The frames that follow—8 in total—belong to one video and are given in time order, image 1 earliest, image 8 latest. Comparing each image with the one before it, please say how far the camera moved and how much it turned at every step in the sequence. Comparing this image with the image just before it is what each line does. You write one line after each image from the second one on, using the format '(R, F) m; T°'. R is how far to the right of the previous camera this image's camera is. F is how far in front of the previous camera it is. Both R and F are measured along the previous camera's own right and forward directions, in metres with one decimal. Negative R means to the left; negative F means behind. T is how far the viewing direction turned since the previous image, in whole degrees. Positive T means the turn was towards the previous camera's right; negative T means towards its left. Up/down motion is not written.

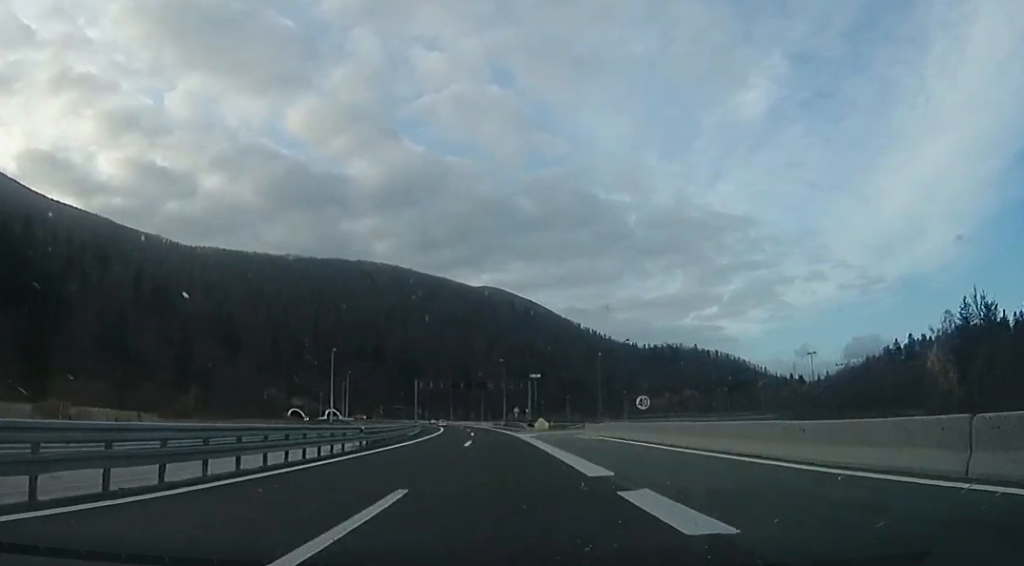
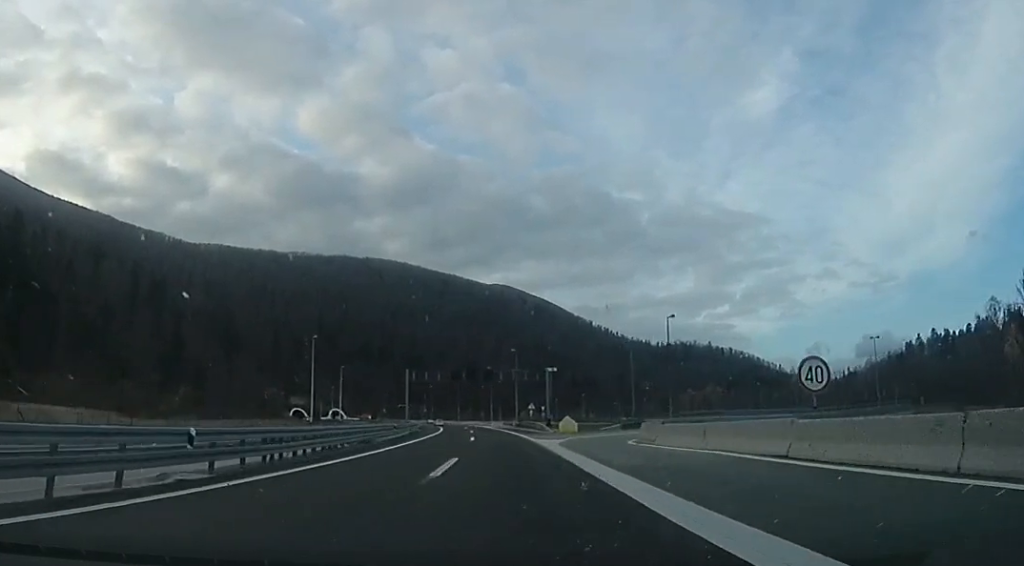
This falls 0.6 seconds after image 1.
(-0.1, +17.7) m; -3°
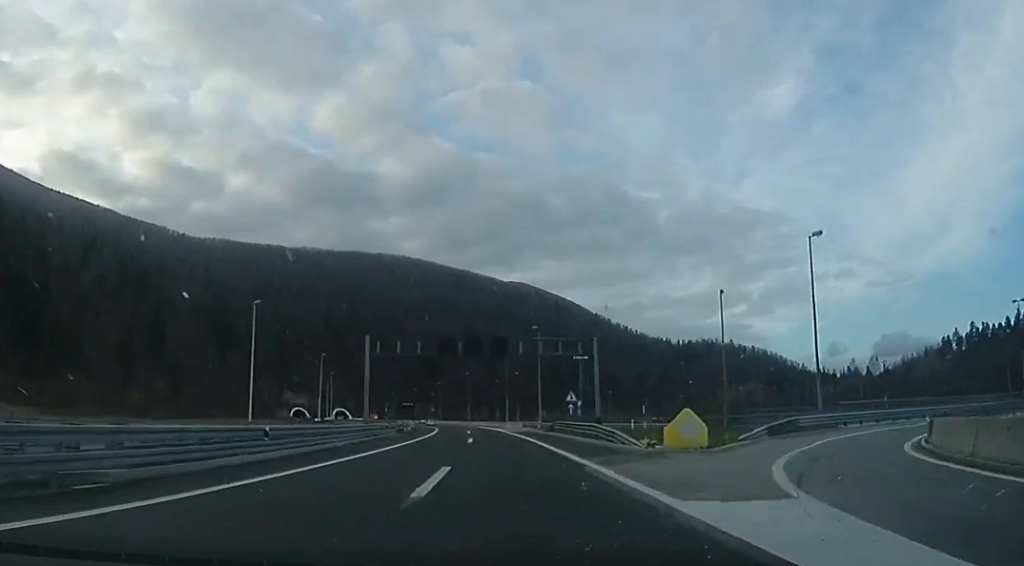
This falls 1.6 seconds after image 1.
(-1.2, +28.9) m; 0°
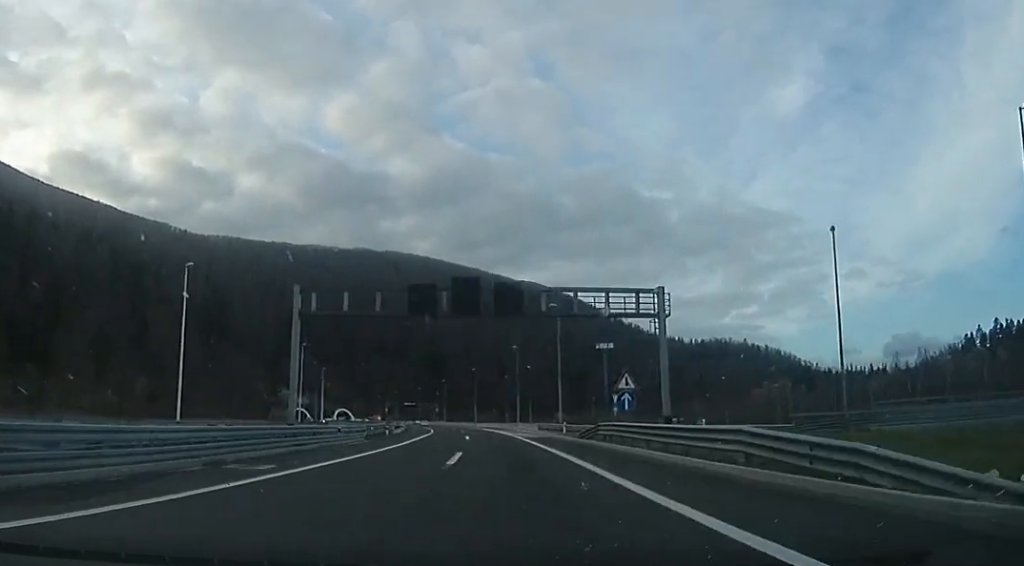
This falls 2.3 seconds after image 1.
(+0.7, +17.6) m; +1°
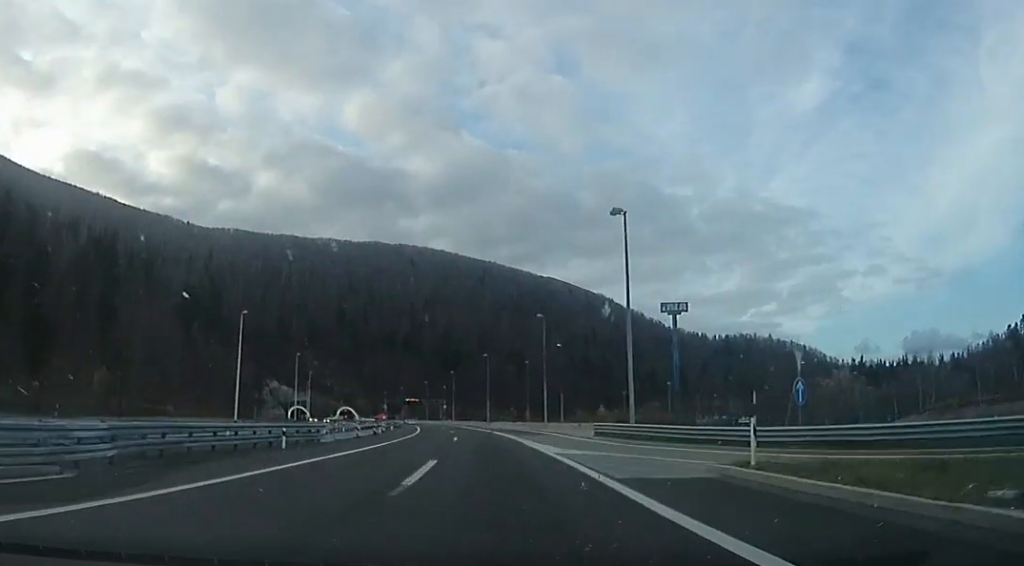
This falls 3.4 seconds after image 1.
(0.0, +32.1) m; -2°
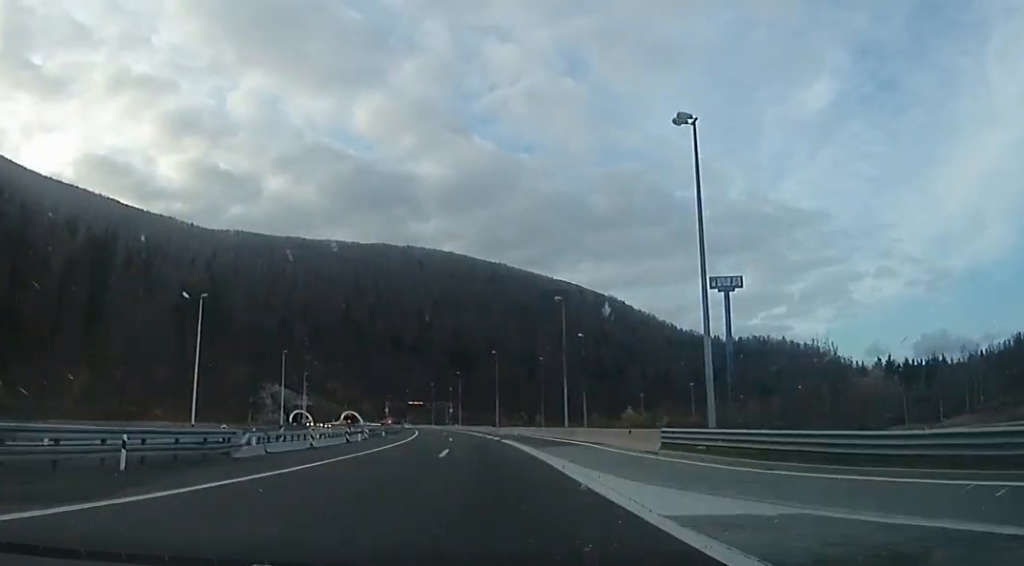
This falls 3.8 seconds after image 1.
(-0.2, +13.4) m; -1°
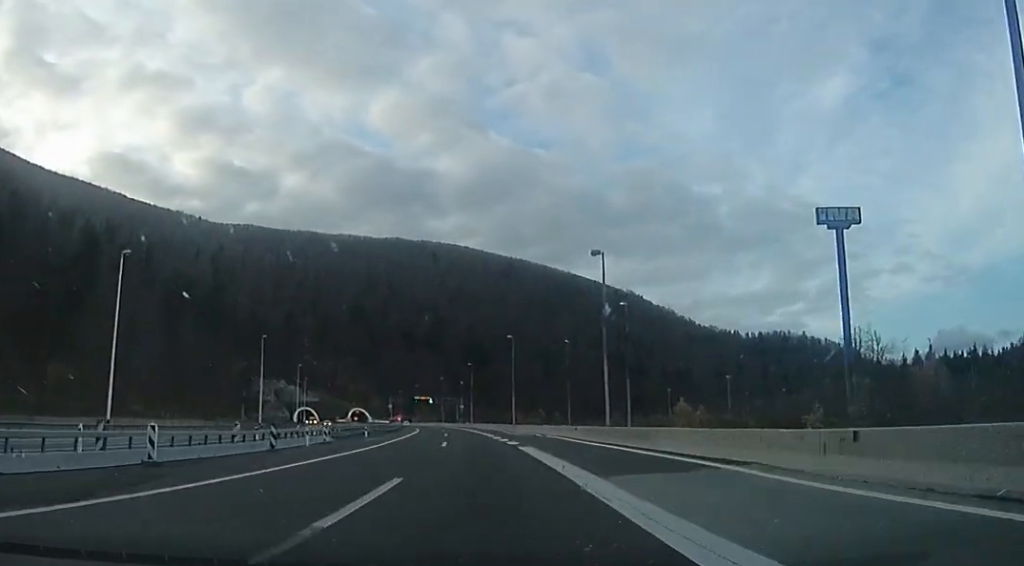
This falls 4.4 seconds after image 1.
(-0.6, +17.2) m; -1°
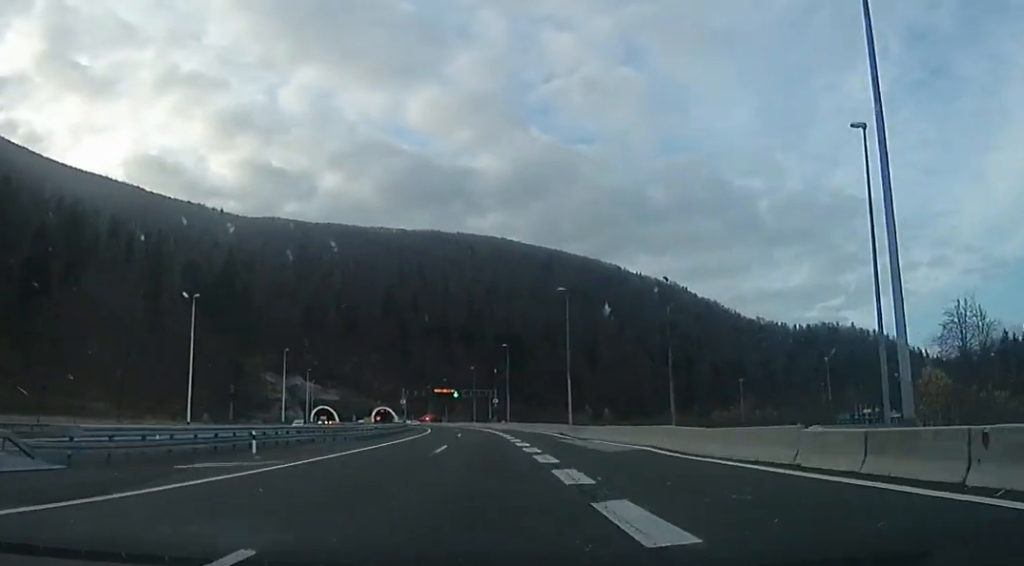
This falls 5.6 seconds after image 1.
(-0.3, +33.2) m; -4°
